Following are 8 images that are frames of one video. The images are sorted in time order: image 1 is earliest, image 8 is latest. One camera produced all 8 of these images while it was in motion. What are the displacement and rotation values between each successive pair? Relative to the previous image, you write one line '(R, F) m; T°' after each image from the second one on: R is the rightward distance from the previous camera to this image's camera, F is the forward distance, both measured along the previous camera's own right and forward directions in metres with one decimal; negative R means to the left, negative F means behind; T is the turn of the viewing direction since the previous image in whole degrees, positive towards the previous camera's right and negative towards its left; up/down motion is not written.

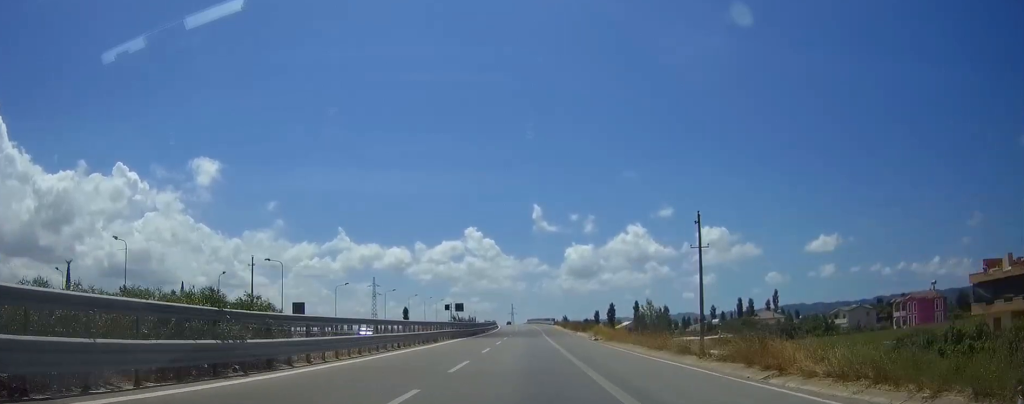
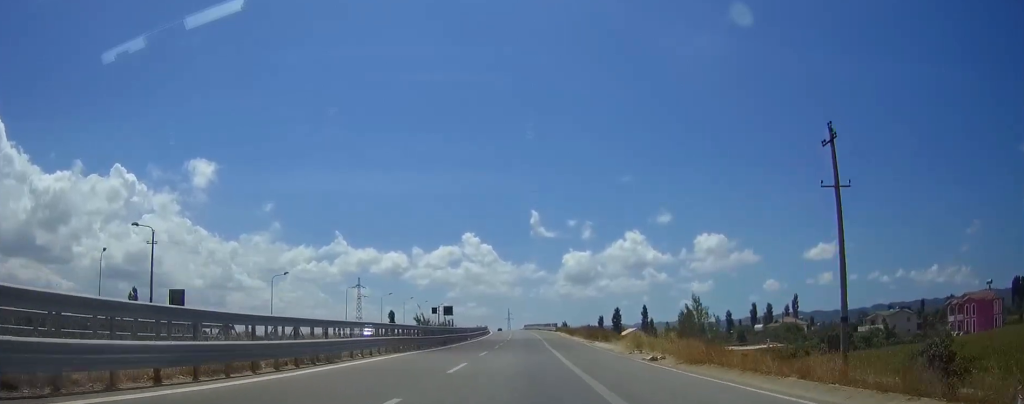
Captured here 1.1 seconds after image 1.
(0.0, +25.9) m; 0°
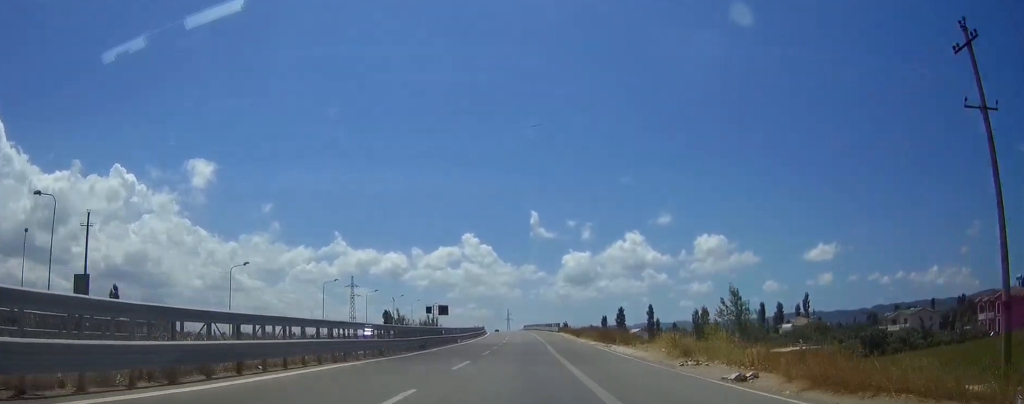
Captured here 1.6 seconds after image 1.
(0.0, +11.7) m; 0°
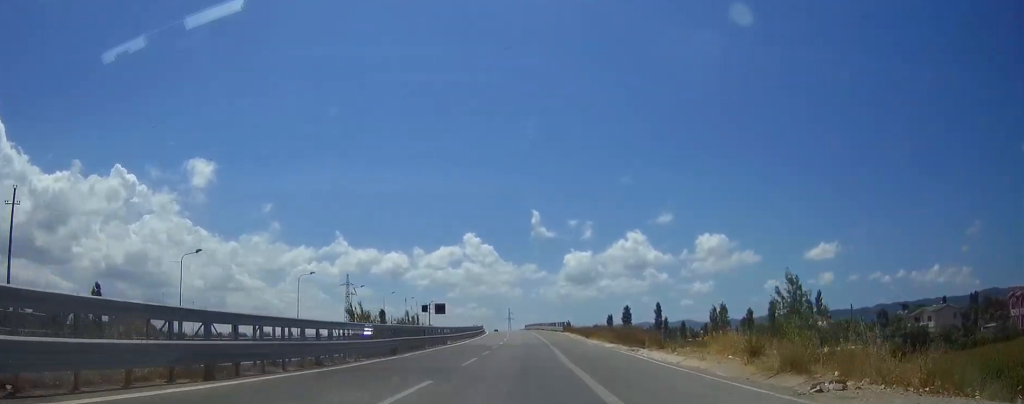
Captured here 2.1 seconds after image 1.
(0.0, +10.9) m; 0°
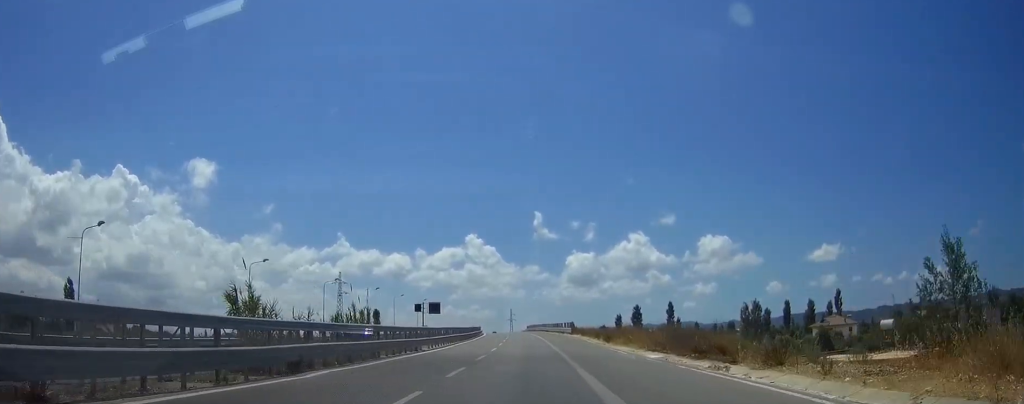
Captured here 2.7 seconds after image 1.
(0.0, +14.8) m; 0°
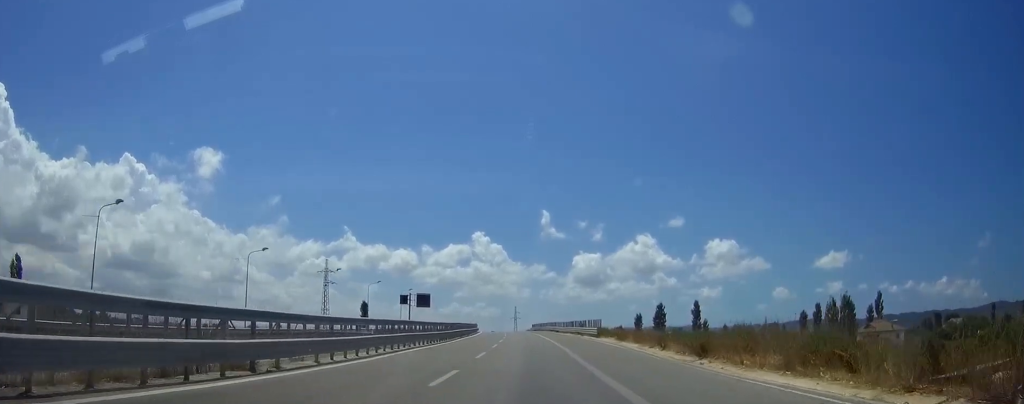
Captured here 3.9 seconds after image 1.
(0.0, +27.2) m; 0°
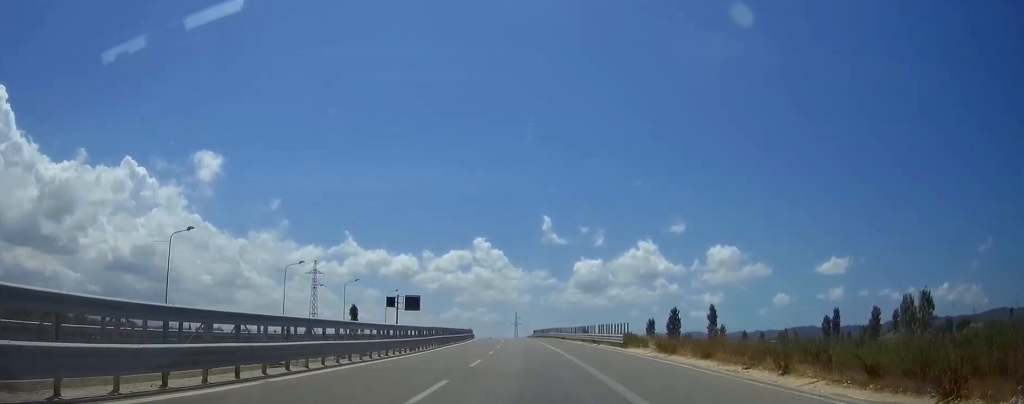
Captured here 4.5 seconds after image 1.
(-0.1, +15.5) m; 0°
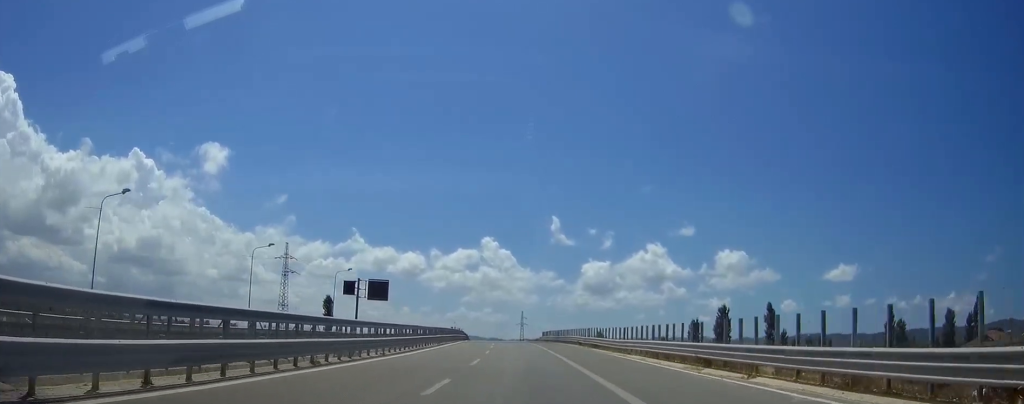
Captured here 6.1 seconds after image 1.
(-0.2, +36.4) m; -1°
